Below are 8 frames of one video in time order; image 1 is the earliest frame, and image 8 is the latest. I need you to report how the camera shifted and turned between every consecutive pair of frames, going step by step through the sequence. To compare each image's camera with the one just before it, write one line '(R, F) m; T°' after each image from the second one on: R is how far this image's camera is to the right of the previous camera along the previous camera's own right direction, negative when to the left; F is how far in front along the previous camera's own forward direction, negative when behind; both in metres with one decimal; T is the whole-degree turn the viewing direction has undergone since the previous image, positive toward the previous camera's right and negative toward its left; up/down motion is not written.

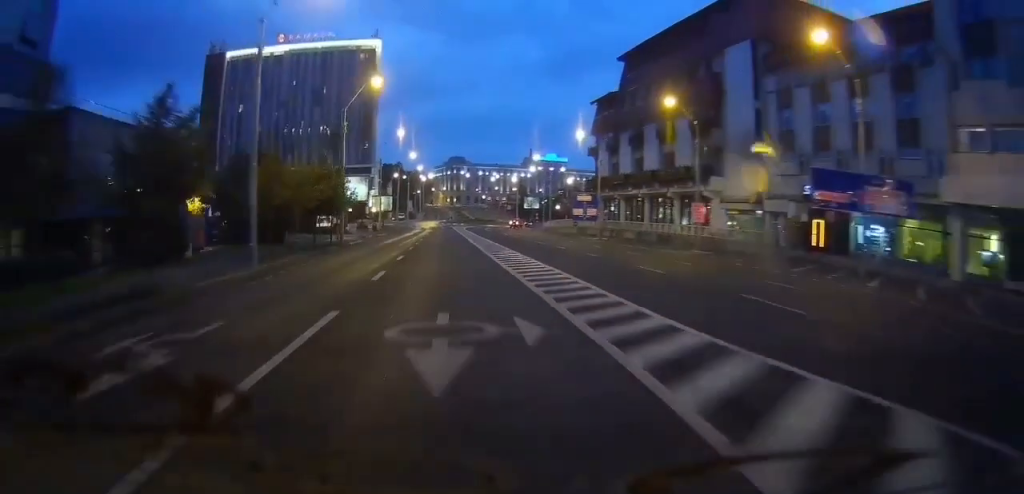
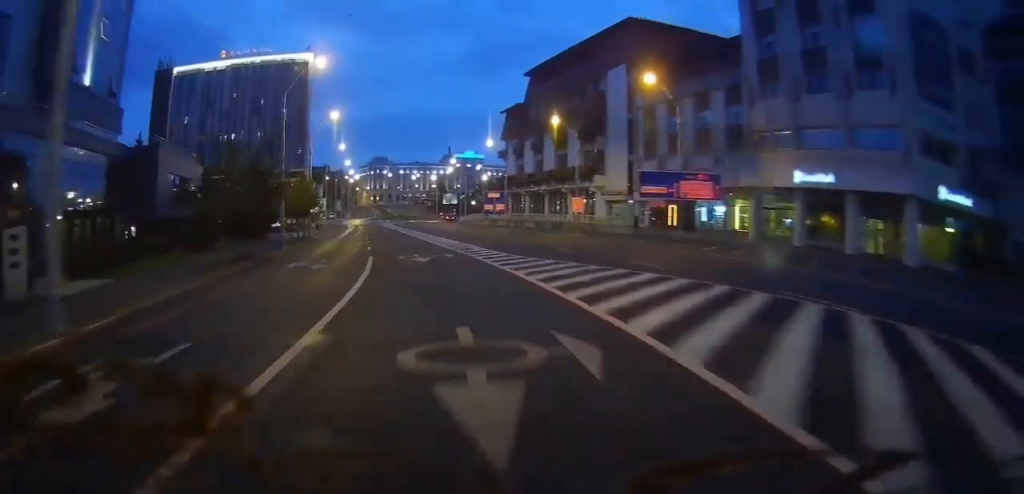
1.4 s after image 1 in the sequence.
(+0.3, +16.0) m; +1°
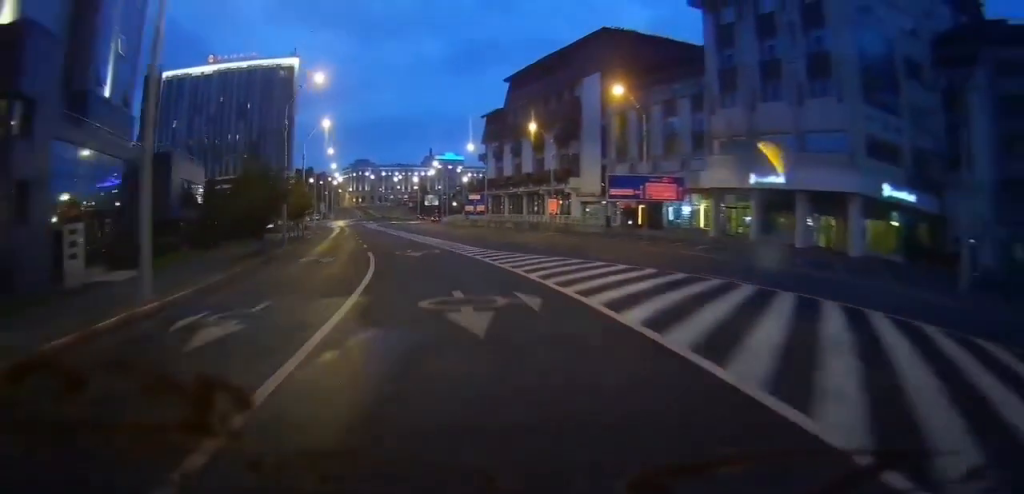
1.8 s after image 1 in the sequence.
(0.0, +4.4) m; 0°
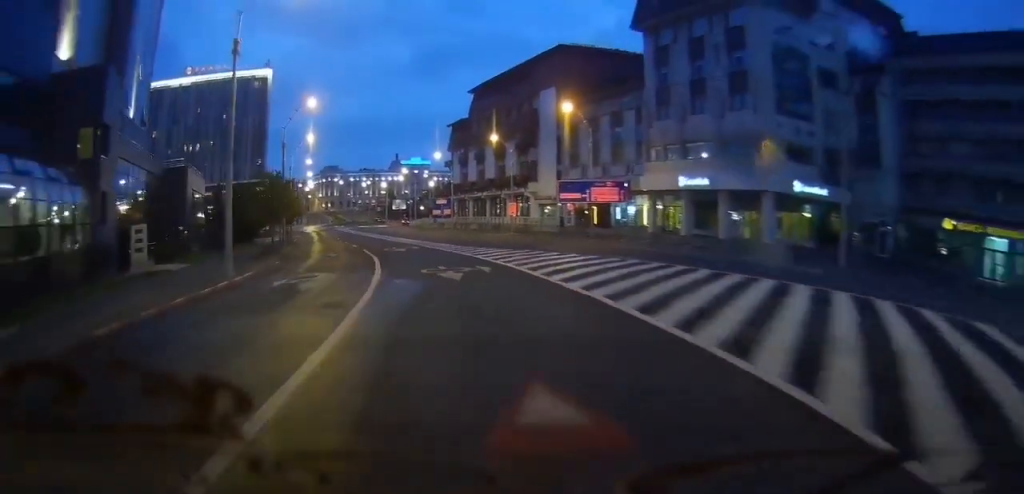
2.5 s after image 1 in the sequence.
(0.0, +8.0) m; 0°
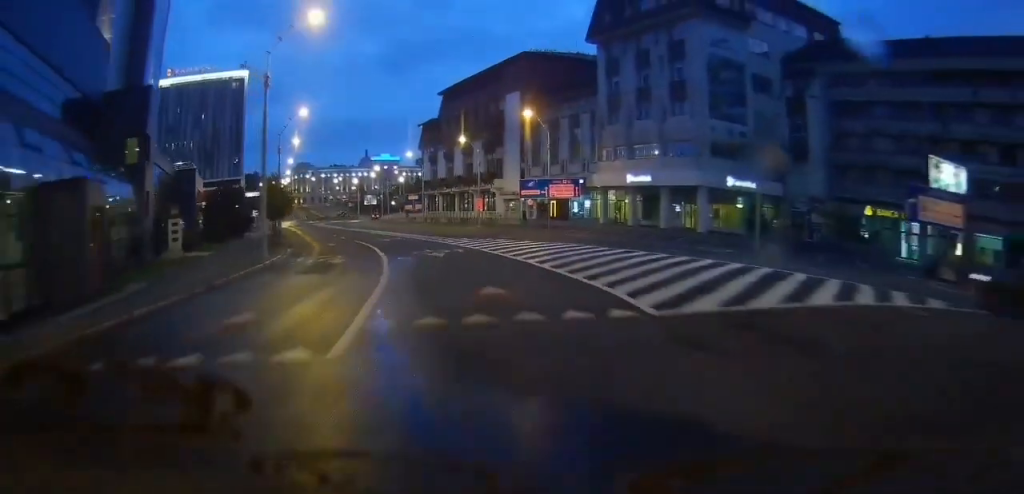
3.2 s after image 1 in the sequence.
(0.0, +7.5) m; 0°
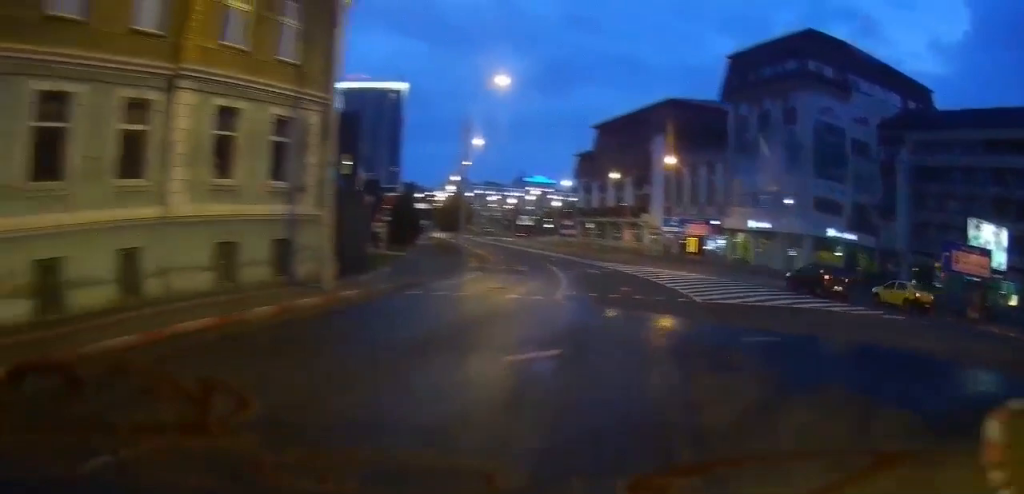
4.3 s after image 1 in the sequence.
(-0.1, +11.2) m; -16°
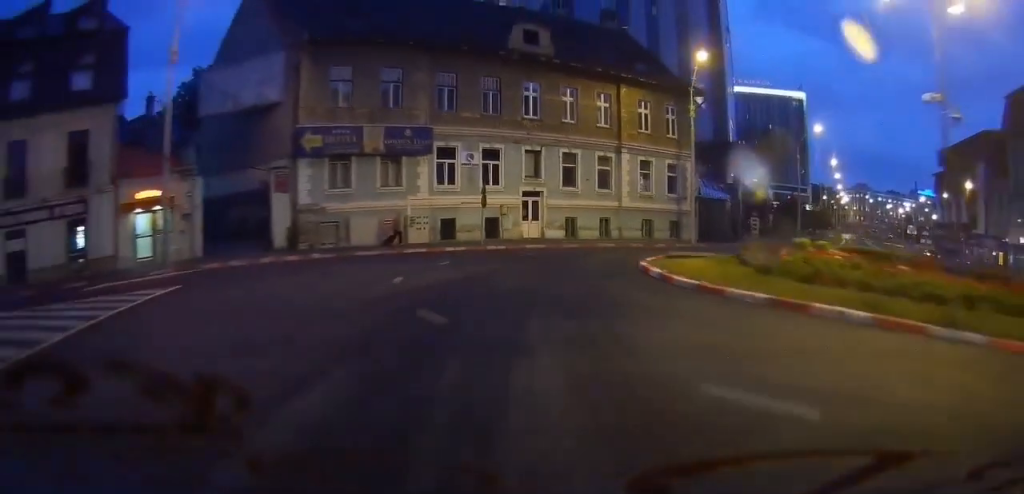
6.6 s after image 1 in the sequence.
(-8.5, +25.5) m; -23°
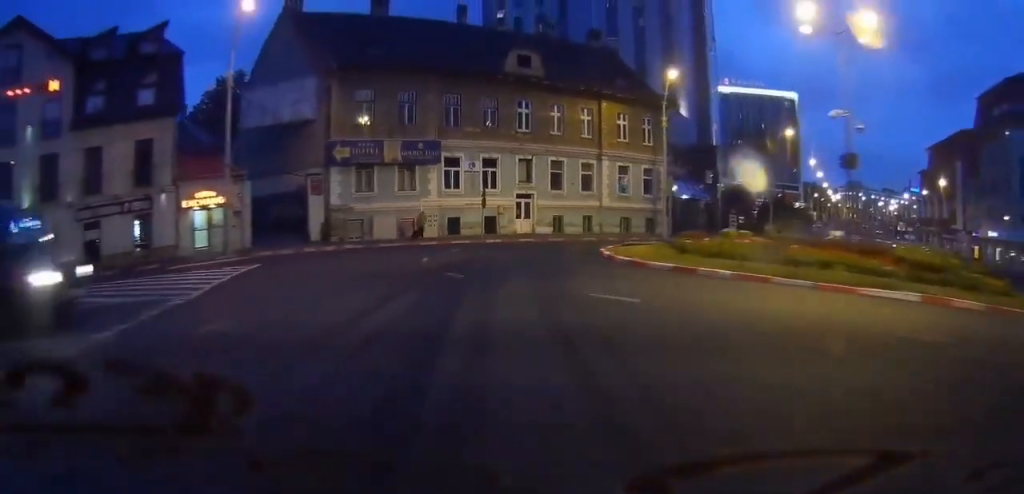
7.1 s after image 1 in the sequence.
(-0.2, +6.9) m; -1°
